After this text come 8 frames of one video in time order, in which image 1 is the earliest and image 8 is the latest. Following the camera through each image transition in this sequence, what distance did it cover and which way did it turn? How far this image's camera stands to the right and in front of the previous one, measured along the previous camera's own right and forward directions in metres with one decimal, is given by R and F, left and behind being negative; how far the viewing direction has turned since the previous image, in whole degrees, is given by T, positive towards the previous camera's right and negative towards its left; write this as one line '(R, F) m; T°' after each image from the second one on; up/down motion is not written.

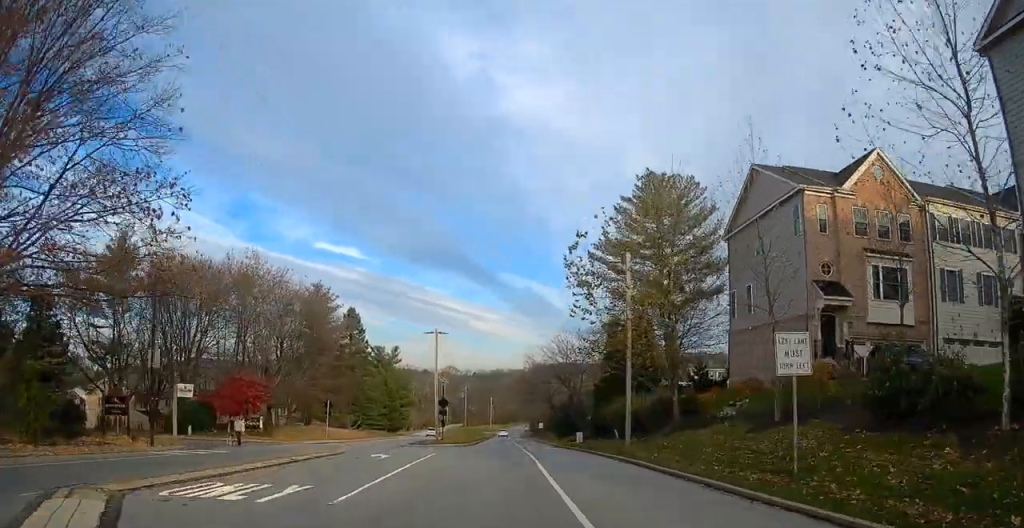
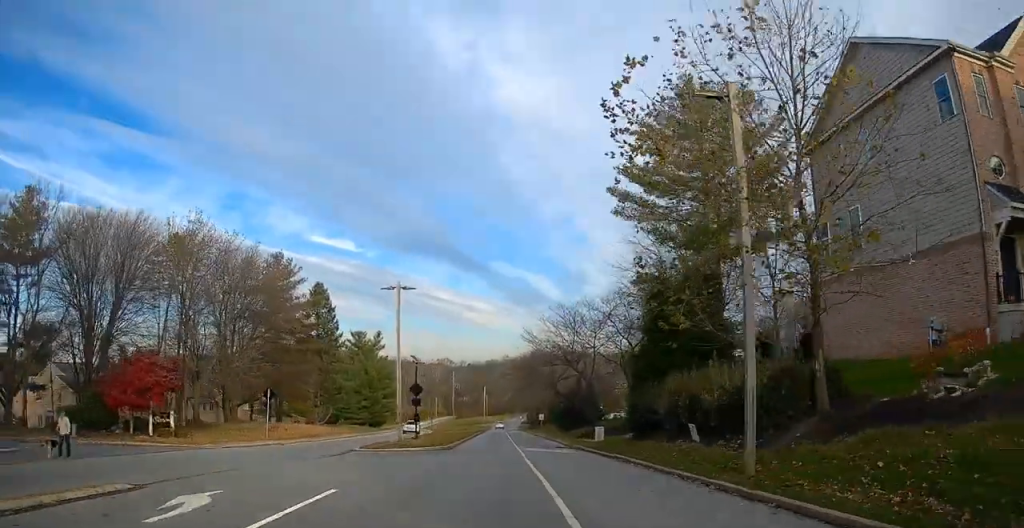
(-0.2, +12.9) m; -1°
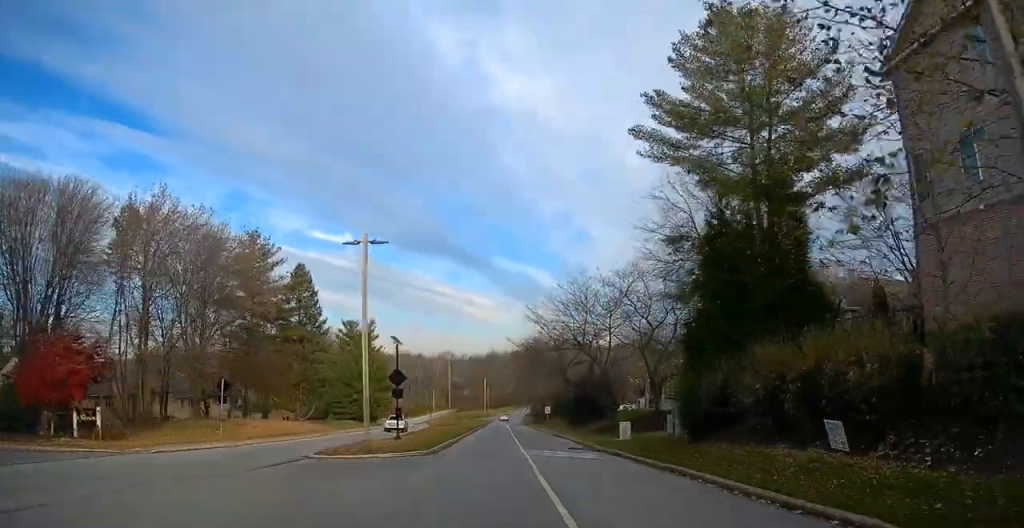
(0.0, +8.6) m; 0°
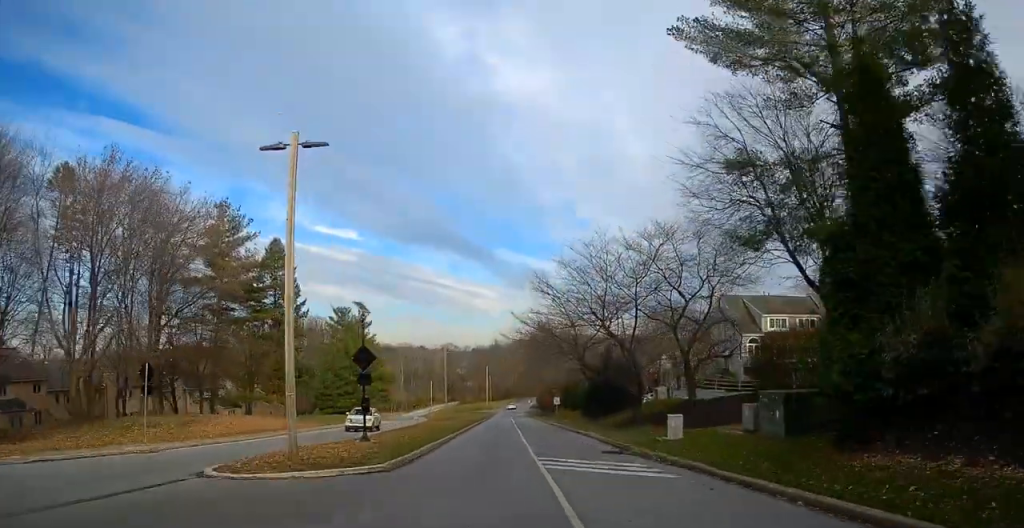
(0.0, +9.3) m; -1°
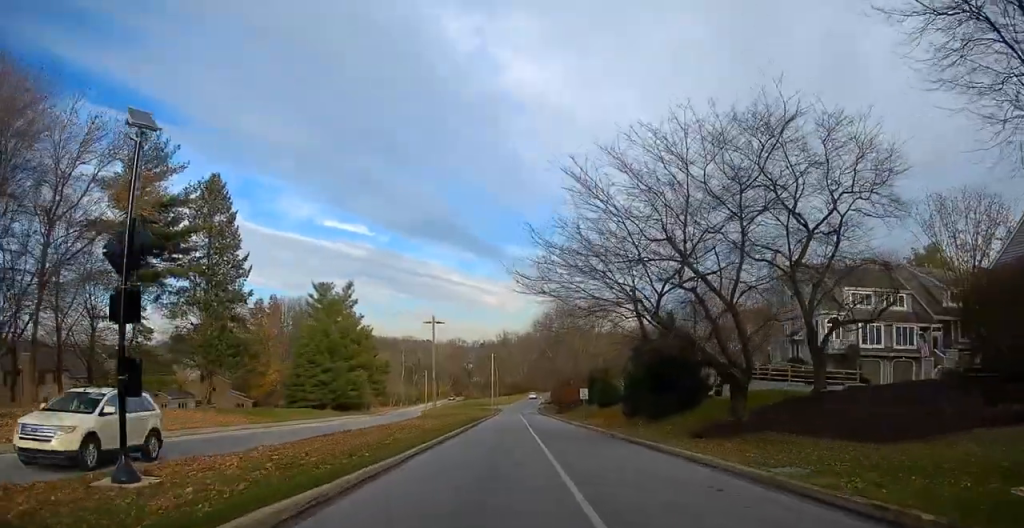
(-0.4, +17.6) m; -1°
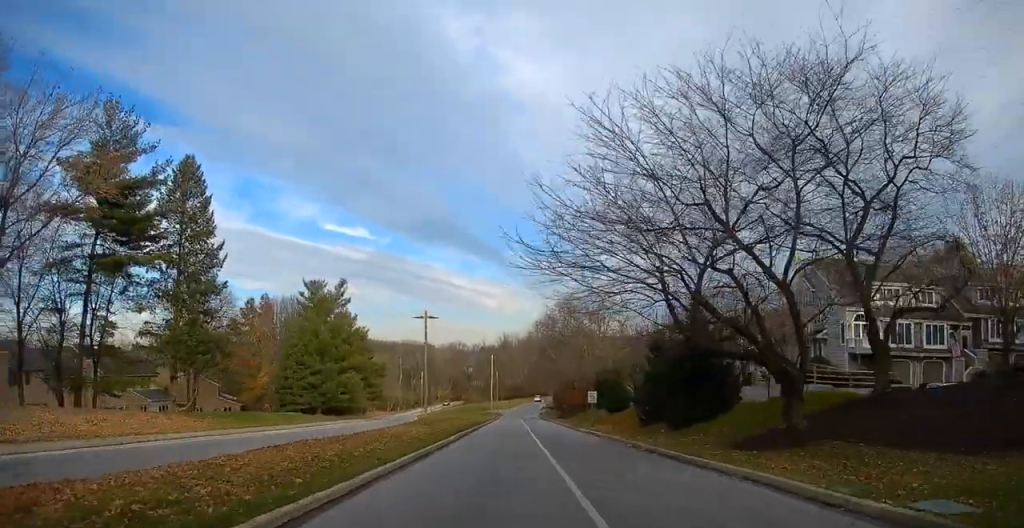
(-0.1, +4.9) m; +1°
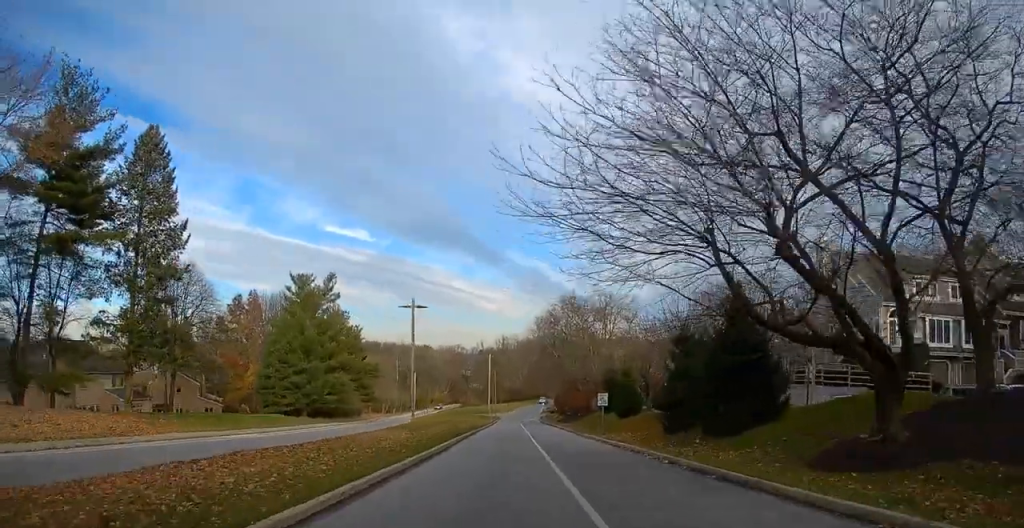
(-0.1, +5.7) m; +1°
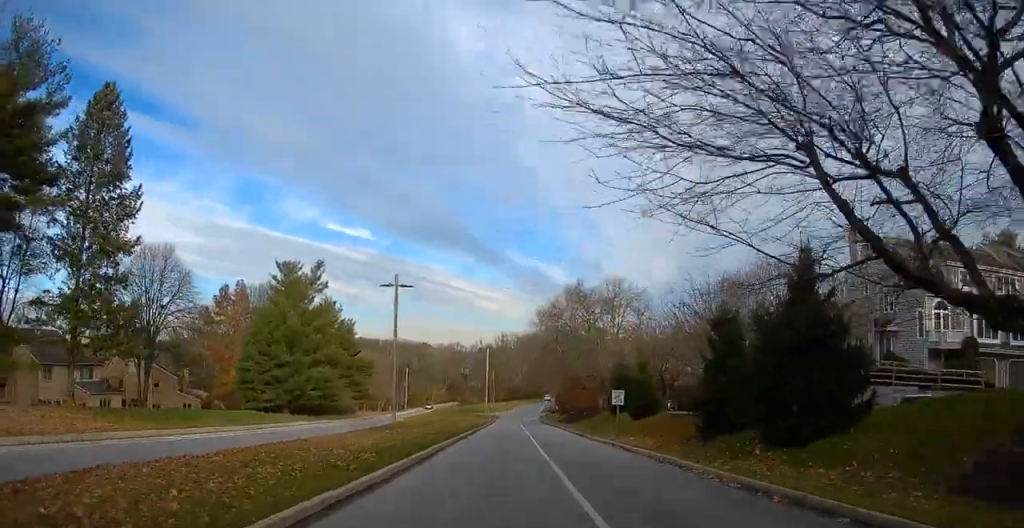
(+0.3, +6.2) m; +2°
